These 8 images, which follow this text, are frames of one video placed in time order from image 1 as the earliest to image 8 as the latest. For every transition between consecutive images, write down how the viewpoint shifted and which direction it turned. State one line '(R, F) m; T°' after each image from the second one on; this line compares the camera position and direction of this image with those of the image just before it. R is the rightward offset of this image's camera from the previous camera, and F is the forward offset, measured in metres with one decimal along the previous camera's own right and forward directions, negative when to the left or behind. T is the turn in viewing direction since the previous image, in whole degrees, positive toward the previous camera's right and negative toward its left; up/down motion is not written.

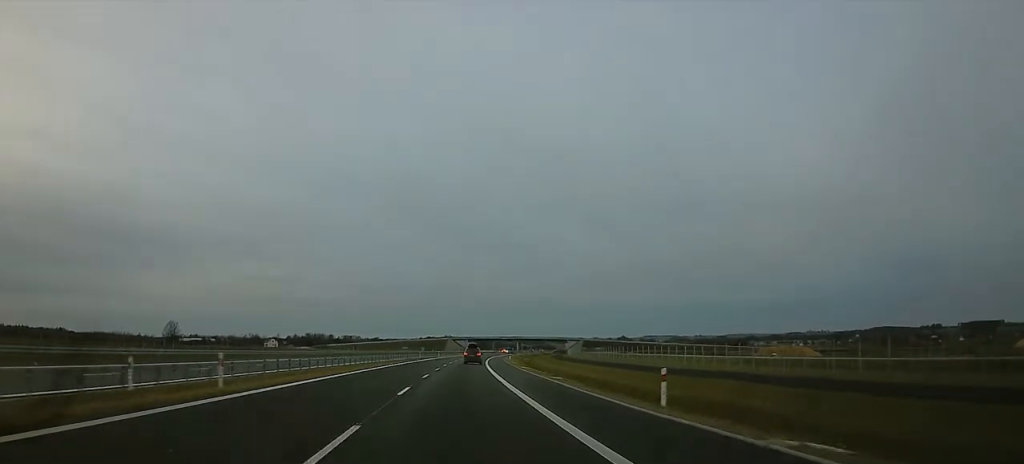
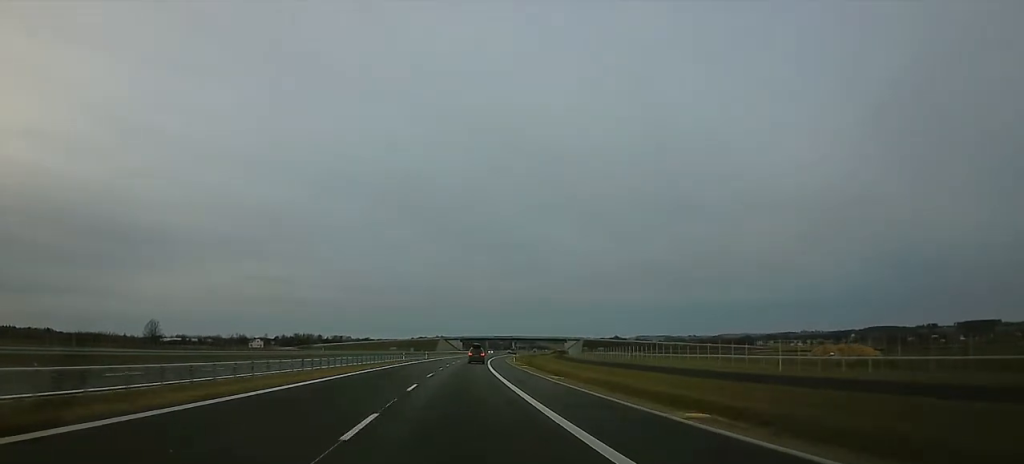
(0.0, +21.6) m; 0°
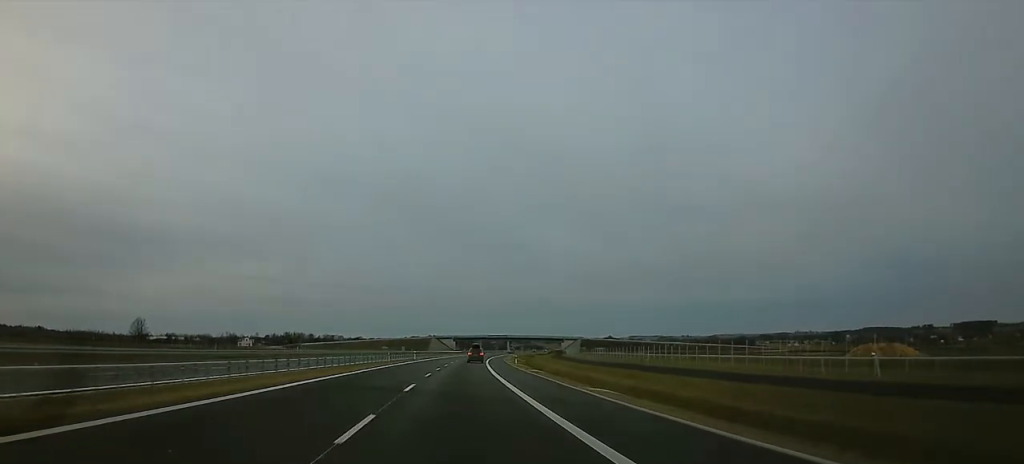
(0.0, +12.3) m; 0°
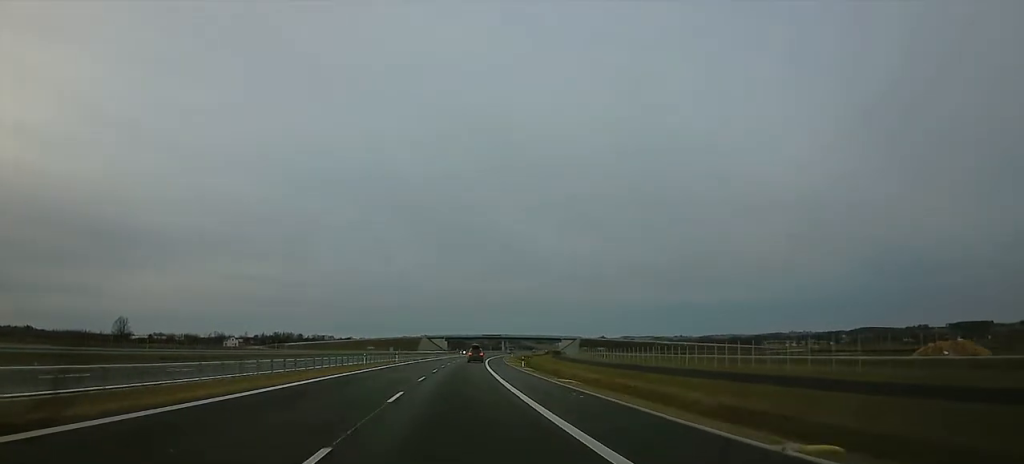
(0.0, +16.5) m; 0°
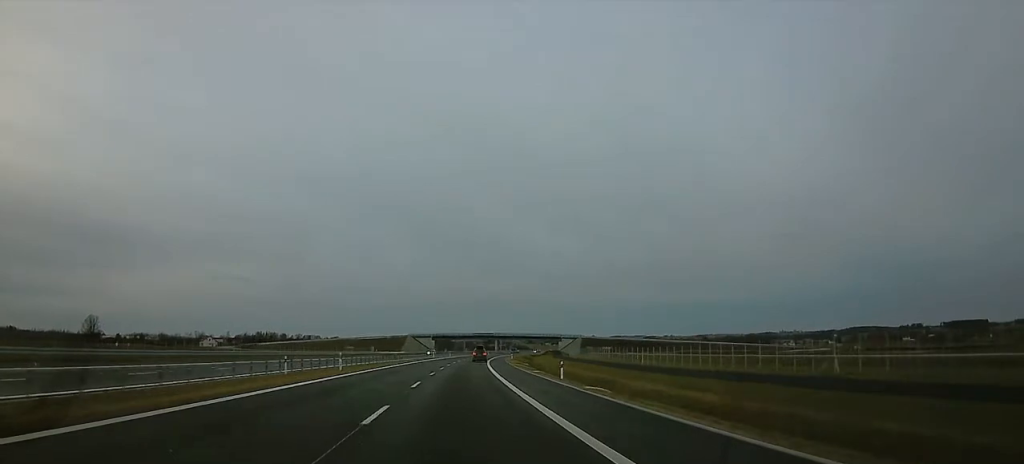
(0.0, +28.8) m; 0°
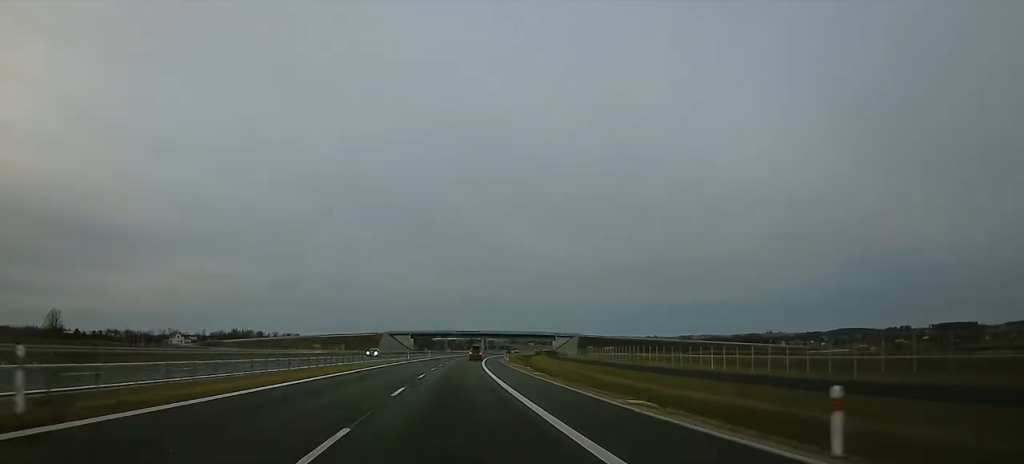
(0.0, +28.8) m; 0°
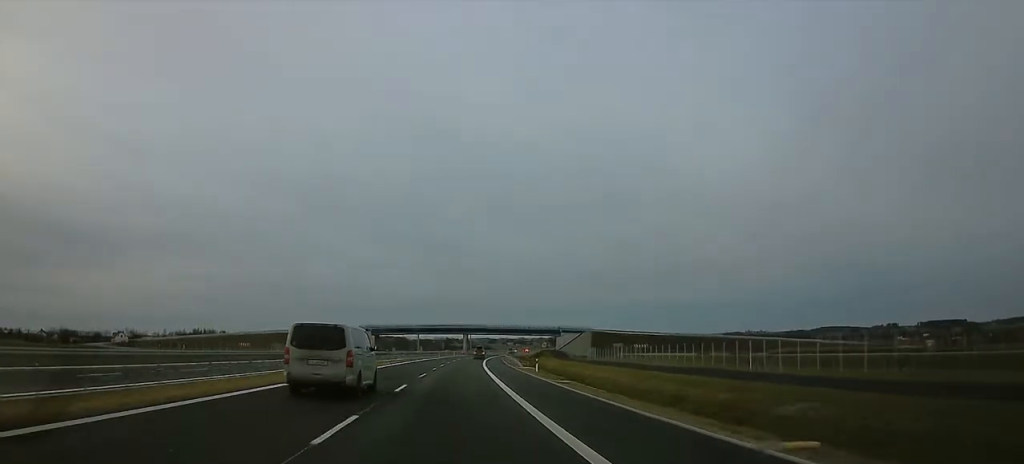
(+0.1, +57.6) m; +4°
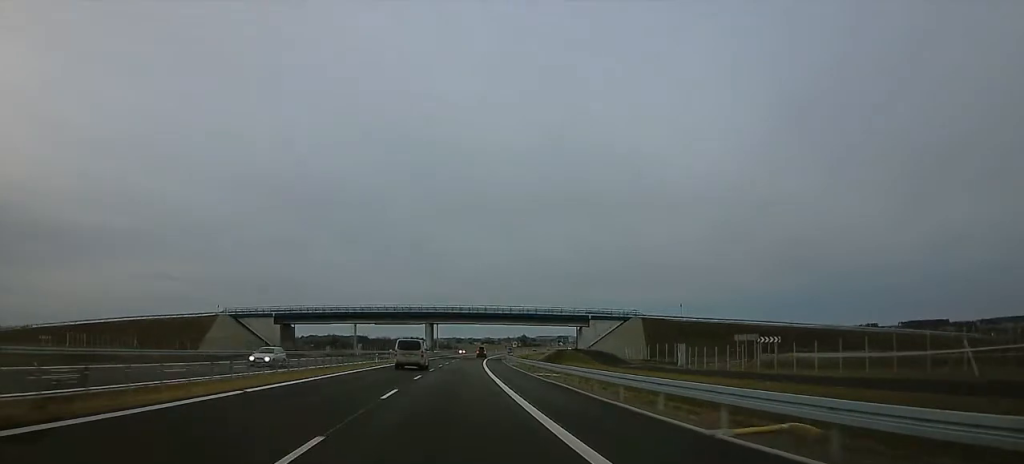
(+3.6, +76.1) m; +3°
